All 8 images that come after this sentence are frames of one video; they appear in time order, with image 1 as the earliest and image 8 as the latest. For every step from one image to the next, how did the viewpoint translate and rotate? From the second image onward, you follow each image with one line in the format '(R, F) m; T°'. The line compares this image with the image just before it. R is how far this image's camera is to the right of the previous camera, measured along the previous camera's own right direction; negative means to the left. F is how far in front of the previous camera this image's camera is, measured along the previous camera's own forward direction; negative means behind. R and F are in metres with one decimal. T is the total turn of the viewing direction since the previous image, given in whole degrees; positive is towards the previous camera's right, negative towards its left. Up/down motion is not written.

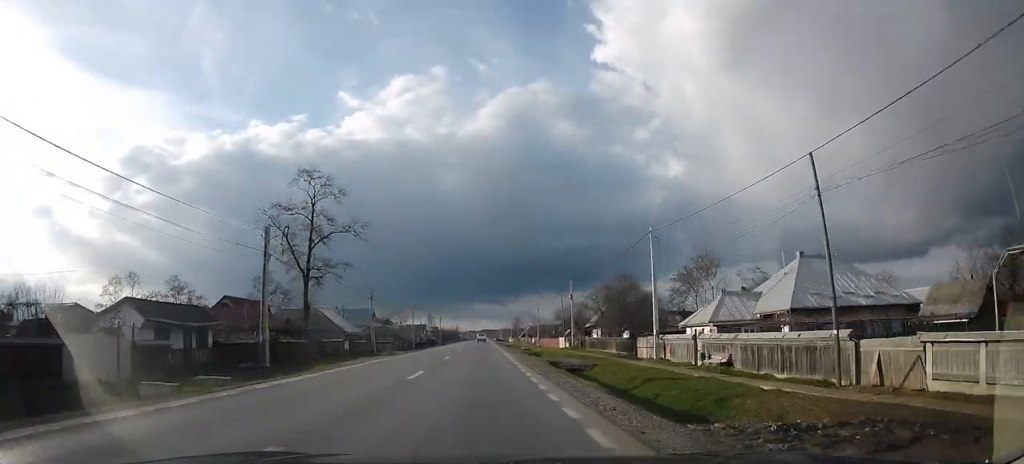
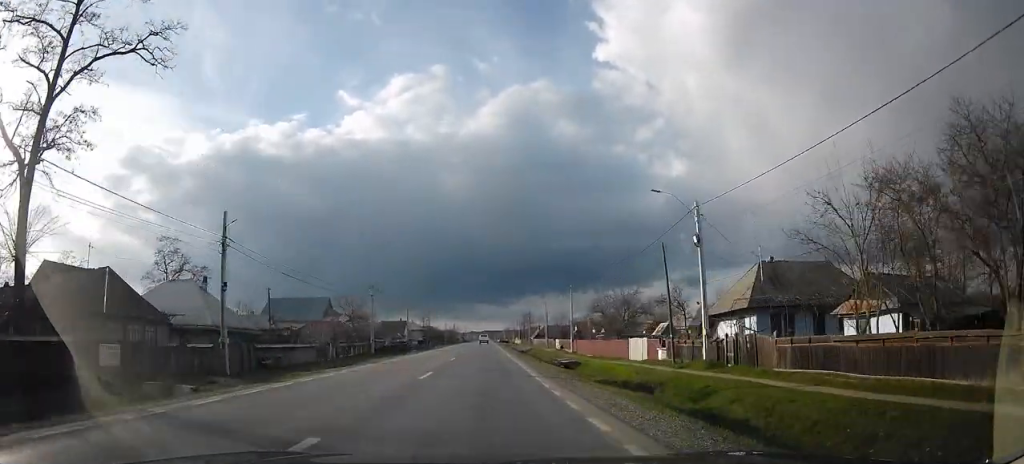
(+0.5, +36.1) m; +2°
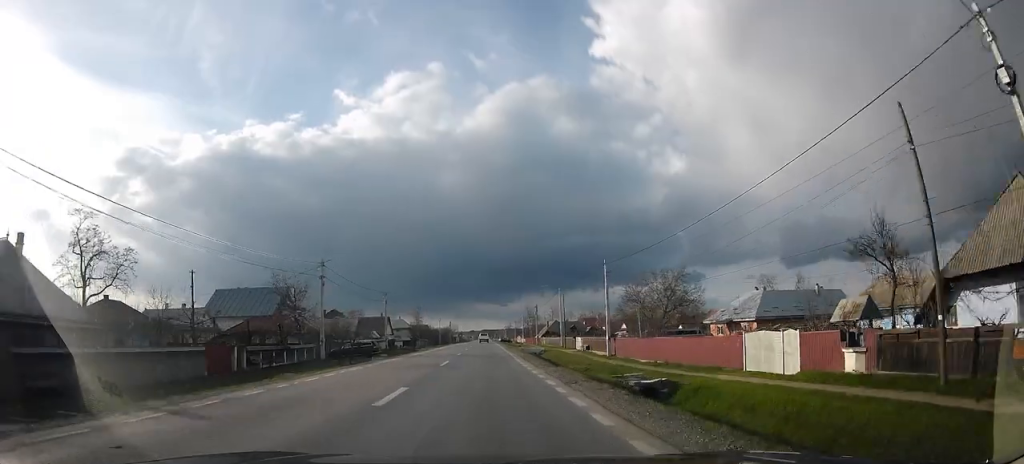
(0.0, +18.5) m; 0°
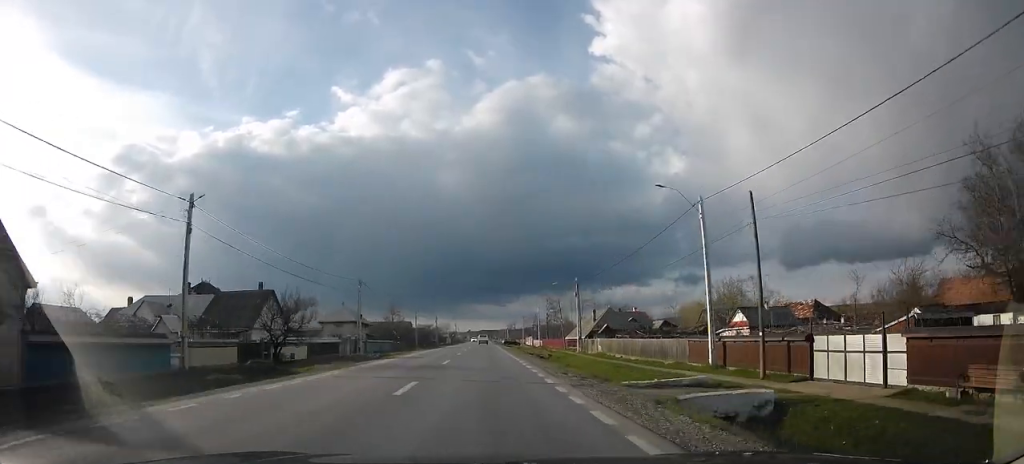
(-1.7, +46.8) m; 0°
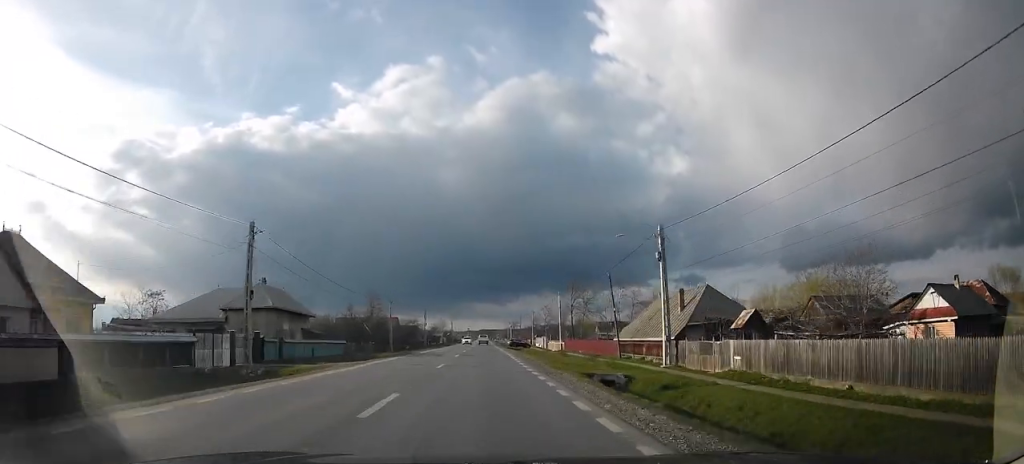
(+1.5, +26.6) m; 0°
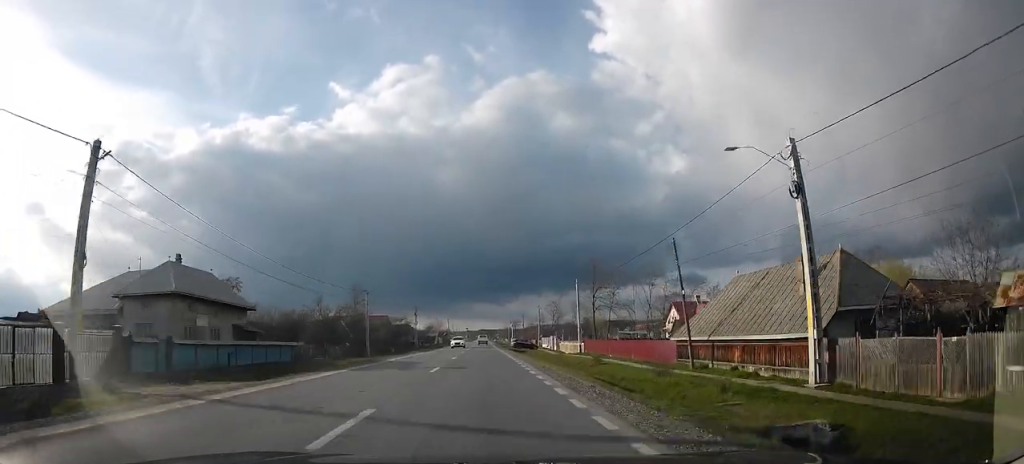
(-1.1, +14.1) m; -1°
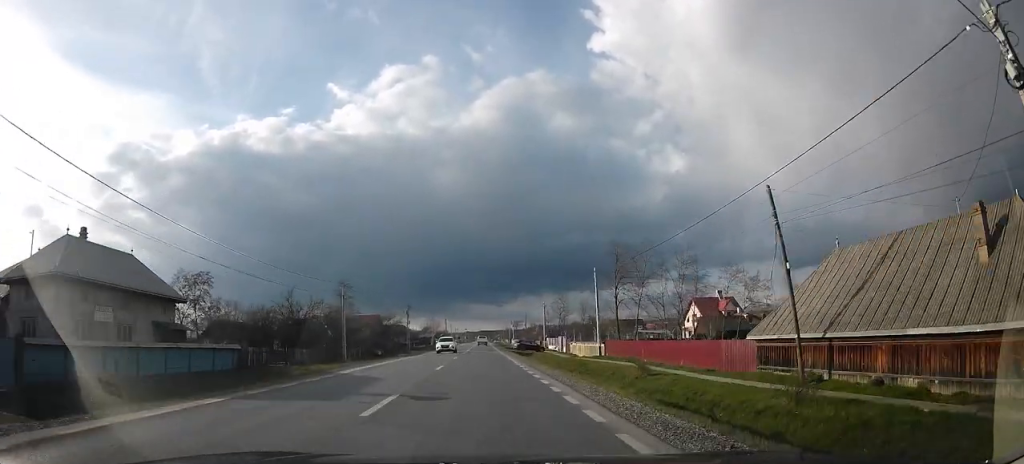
(-0.2, +9.7) m; 0°
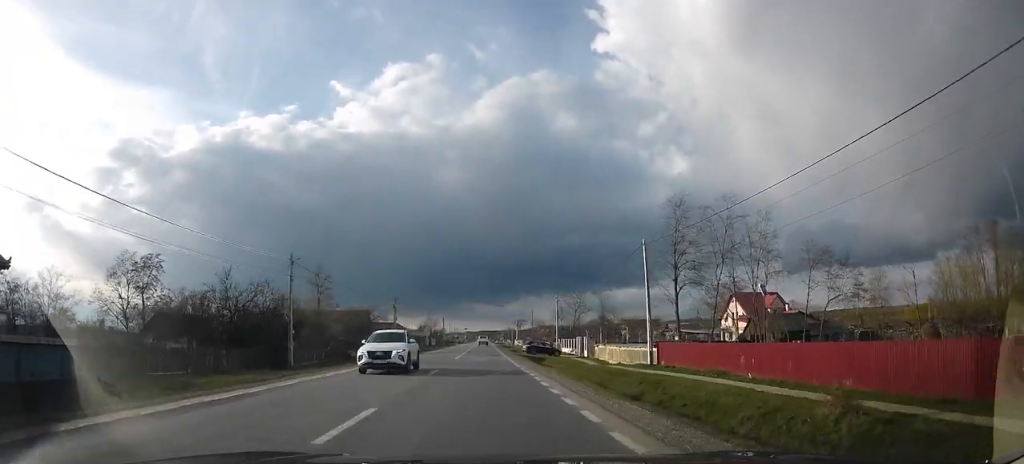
(+0.5, +14.3) m; +2°
